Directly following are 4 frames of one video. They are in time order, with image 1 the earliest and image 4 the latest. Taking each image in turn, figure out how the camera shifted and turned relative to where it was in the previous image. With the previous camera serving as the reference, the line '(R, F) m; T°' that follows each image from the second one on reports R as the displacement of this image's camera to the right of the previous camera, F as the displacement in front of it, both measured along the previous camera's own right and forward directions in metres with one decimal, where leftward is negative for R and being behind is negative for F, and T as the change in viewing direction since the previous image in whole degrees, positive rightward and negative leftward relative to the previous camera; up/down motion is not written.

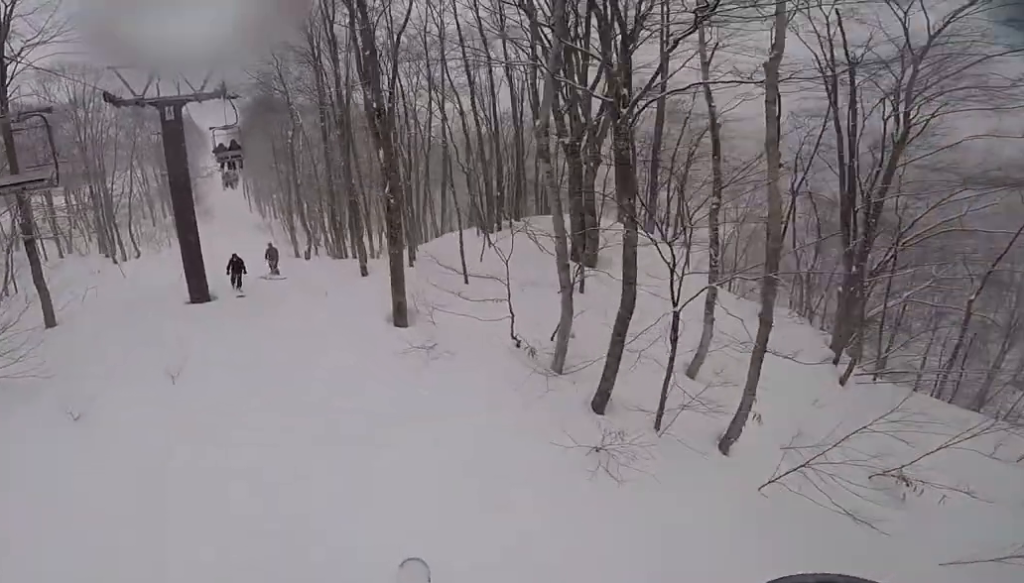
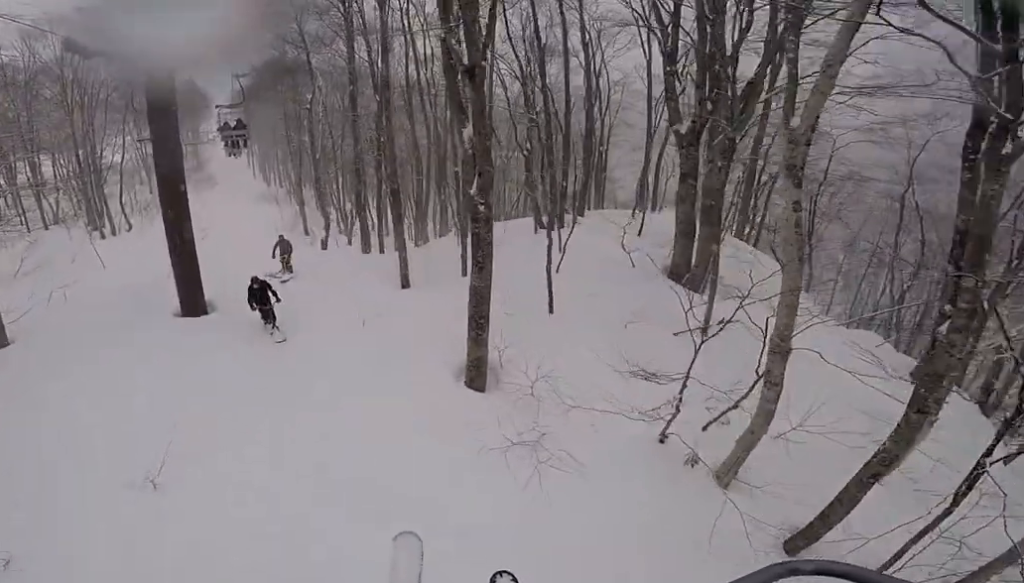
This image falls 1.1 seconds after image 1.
(0.0, +4.1) m; 0°
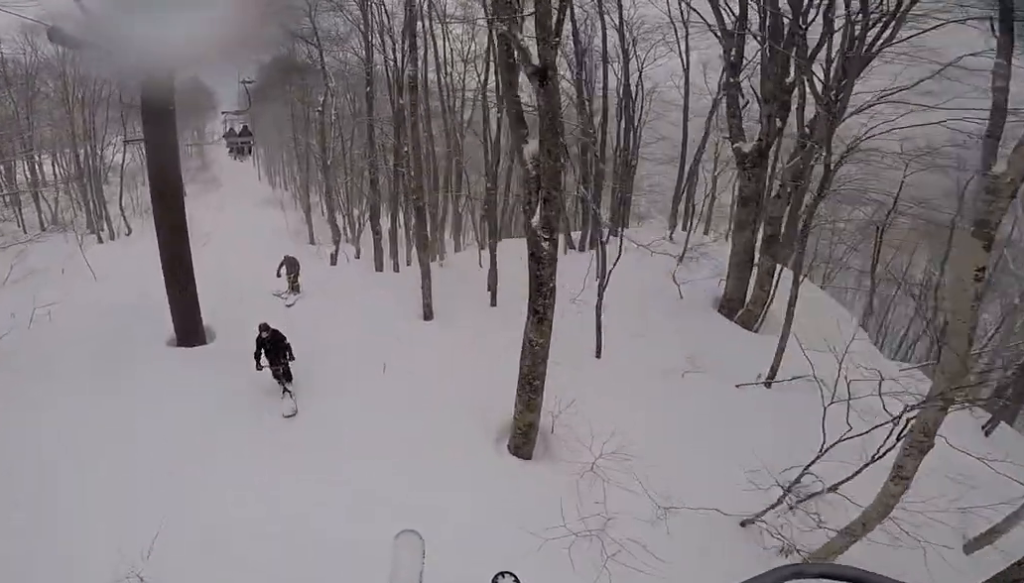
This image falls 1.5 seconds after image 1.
(0.0, +1.6) m; 0°
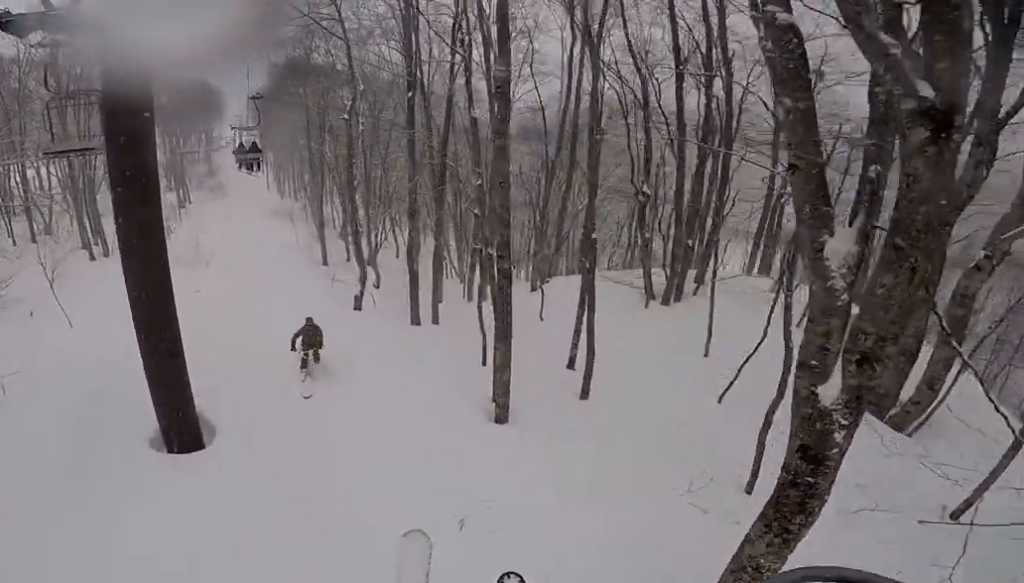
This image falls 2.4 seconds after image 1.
(0.0, +3.5) m; -3°
